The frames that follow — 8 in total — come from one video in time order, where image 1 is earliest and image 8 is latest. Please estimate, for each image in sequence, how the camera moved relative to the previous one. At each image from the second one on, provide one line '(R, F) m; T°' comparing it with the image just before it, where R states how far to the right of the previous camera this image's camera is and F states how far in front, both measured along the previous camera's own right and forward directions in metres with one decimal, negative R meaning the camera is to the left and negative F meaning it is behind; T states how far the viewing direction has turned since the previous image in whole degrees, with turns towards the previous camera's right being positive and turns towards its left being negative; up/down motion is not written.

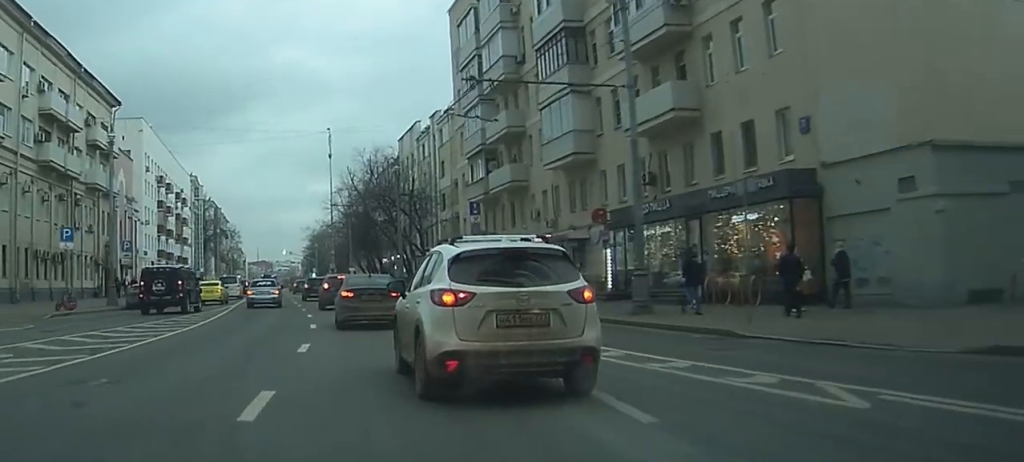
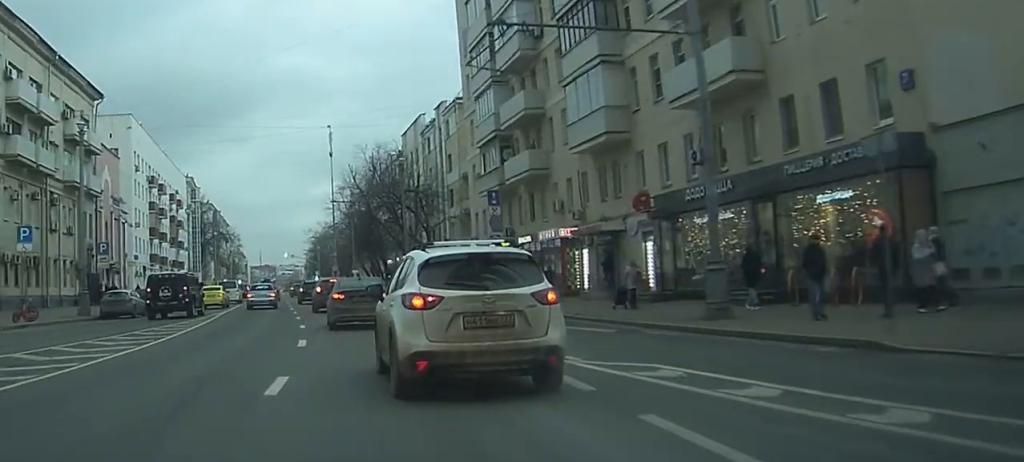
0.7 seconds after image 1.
(0.0, +6.5) m; 0°
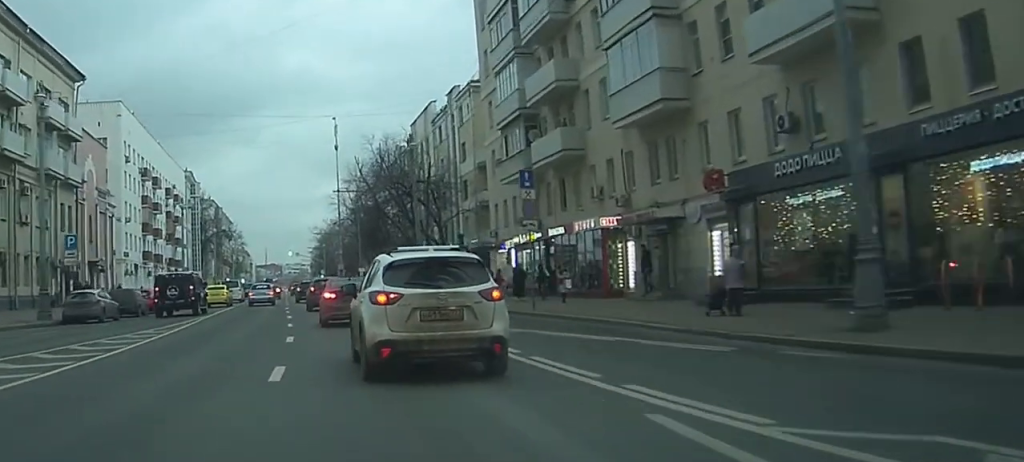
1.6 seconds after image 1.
(+0.1, +7.6) m; 0°
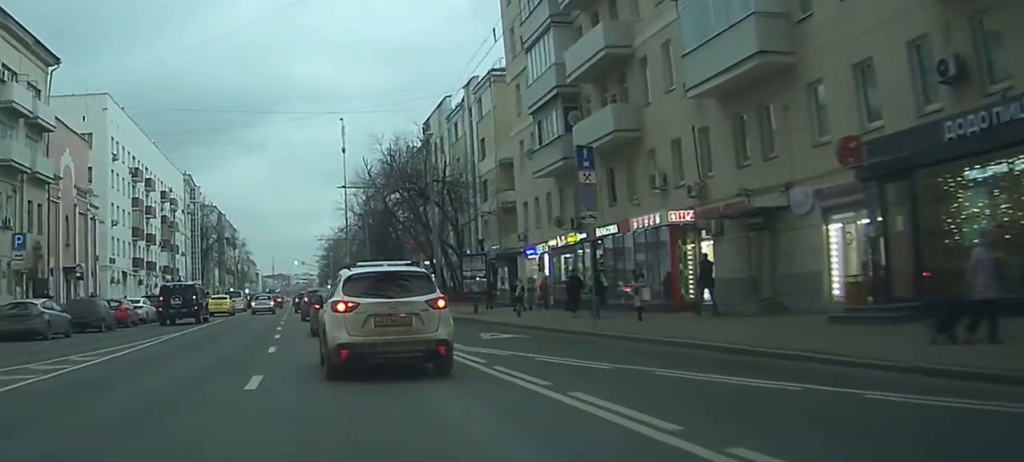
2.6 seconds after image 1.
(0.0, +8.3) m; -1°
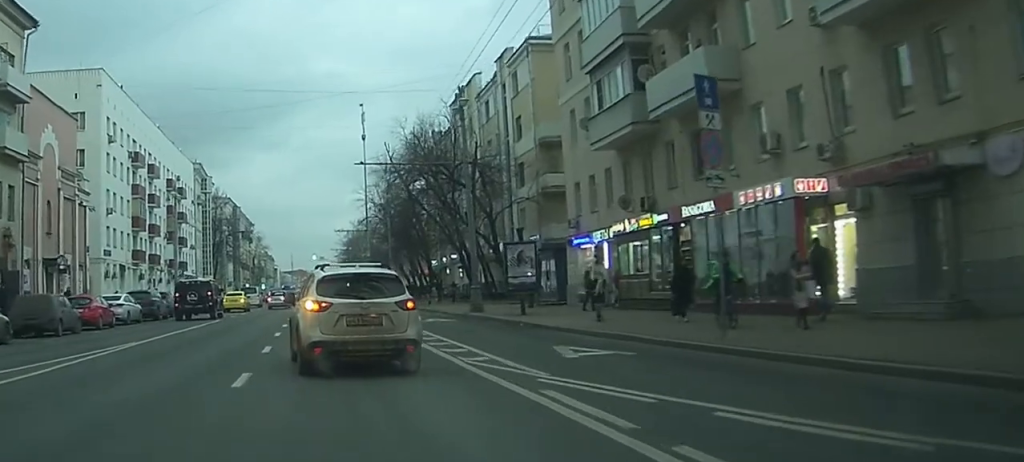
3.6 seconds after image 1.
(-0.1, +7.9) m; -1°
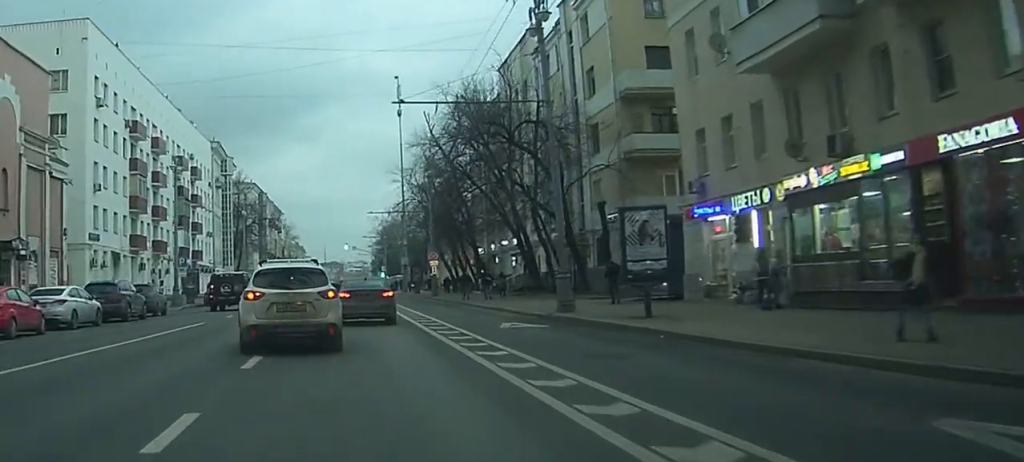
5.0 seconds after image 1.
(-0.6, +12.6) m; -1°
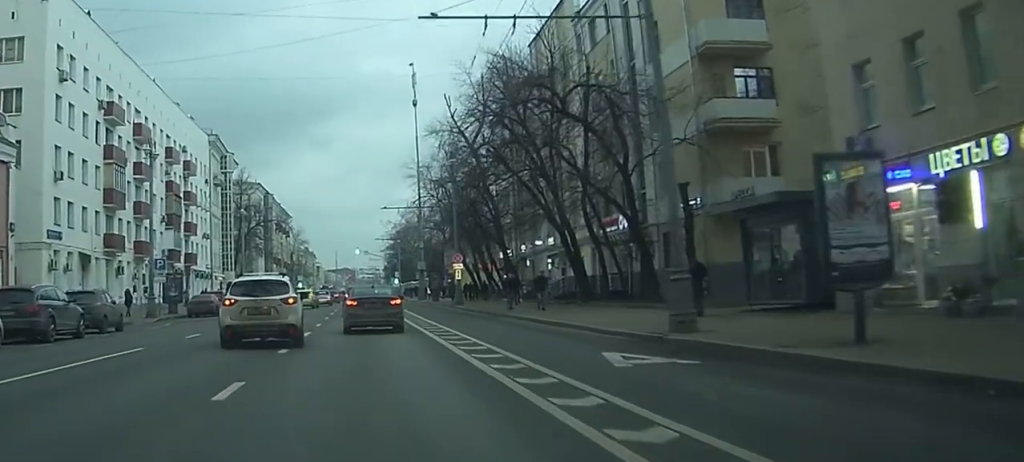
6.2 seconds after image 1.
(+0.8, +10.5) m; +4°
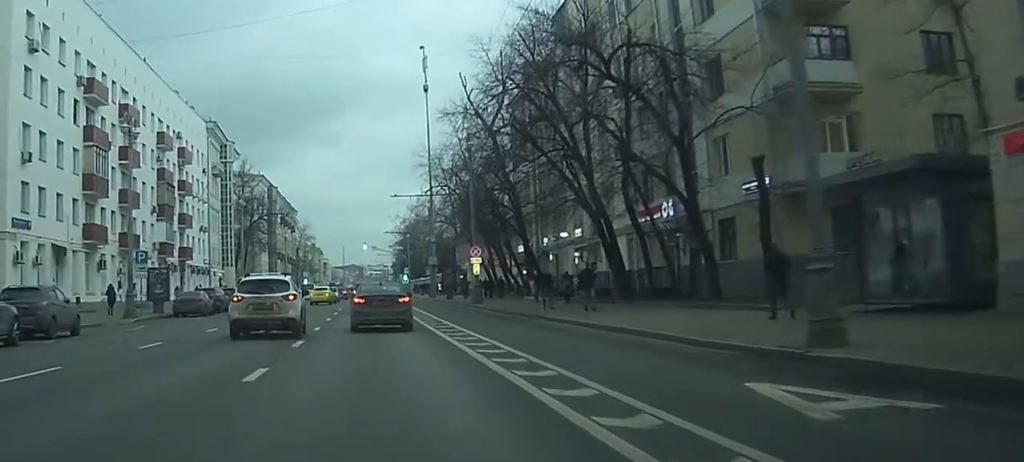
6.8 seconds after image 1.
(-0.1, +6.2) m; -1°
